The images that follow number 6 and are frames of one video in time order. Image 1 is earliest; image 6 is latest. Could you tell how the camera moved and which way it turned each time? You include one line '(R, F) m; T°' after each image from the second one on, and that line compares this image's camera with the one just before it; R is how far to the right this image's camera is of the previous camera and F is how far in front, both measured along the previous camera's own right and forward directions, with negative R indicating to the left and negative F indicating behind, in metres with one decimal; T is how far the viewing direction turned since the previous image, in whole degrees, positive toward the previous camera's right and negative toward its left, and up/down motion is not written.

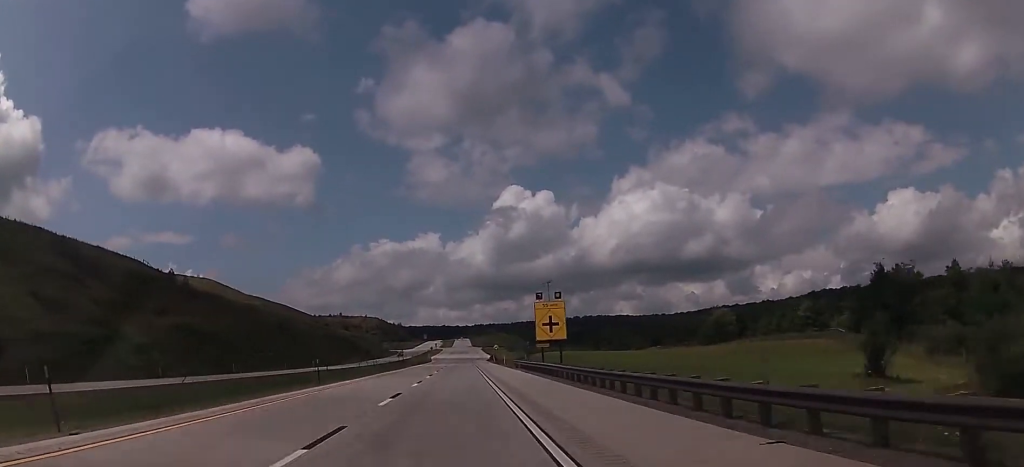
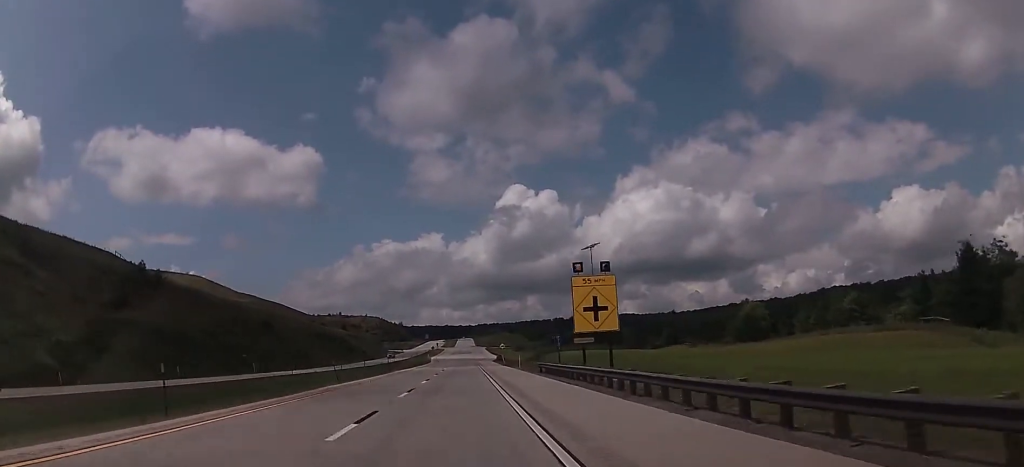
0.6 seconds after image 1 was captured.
(0.0, +19.7) m; 0°
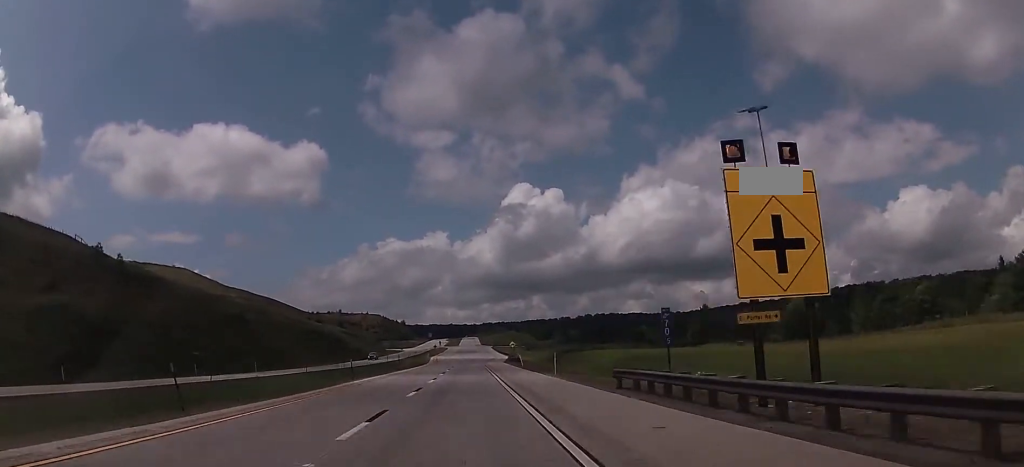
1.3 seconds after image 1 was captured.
(-0.3, +24.1) m; -1°
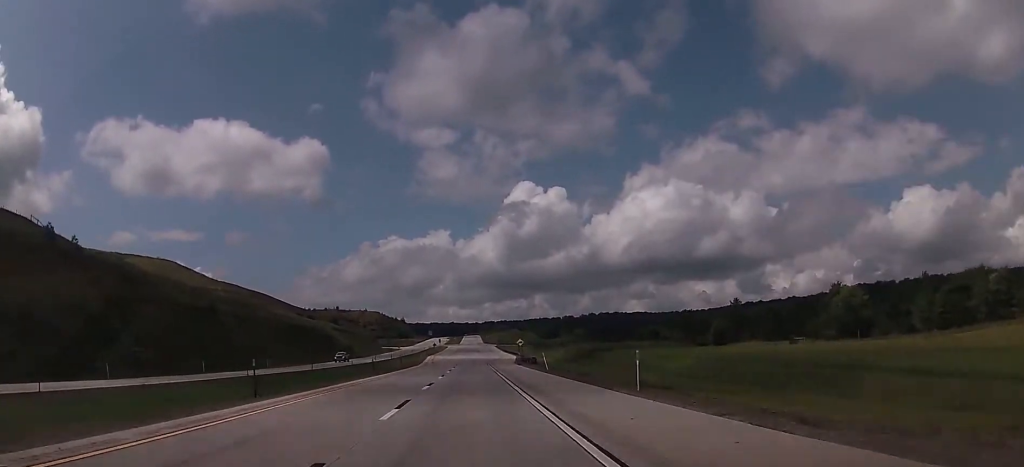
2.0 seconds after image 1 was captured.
(-0.1, +20.9) m; +1°
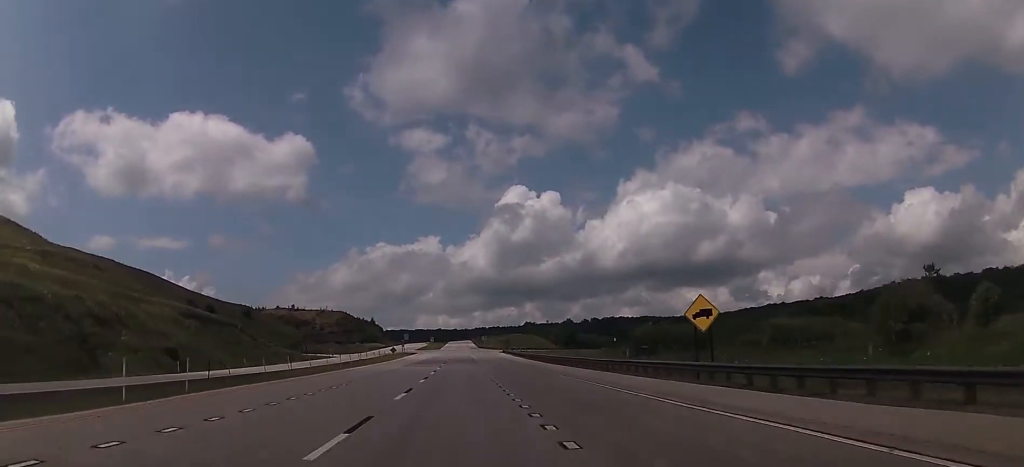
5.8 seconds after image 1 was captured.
(+0.6, +126.3) m; 0°
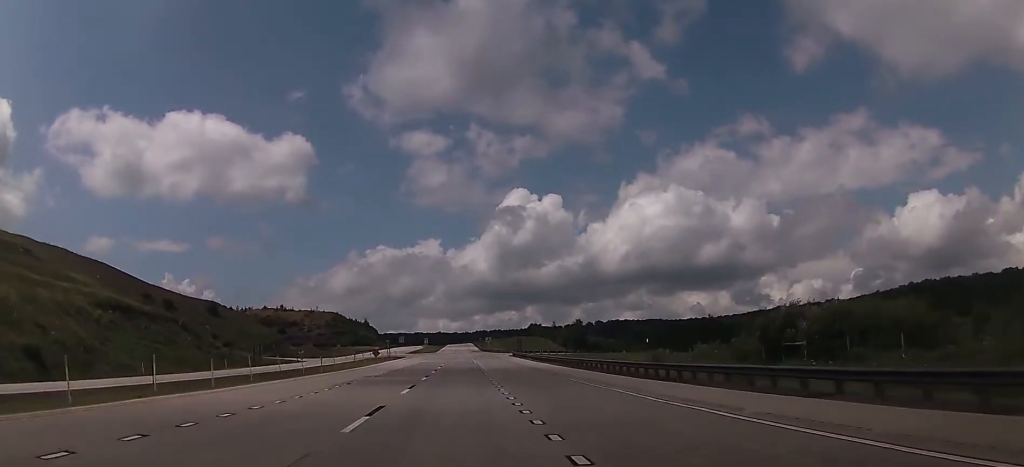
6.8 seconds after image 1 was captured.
(-0.2, +32.8) m; 0°
